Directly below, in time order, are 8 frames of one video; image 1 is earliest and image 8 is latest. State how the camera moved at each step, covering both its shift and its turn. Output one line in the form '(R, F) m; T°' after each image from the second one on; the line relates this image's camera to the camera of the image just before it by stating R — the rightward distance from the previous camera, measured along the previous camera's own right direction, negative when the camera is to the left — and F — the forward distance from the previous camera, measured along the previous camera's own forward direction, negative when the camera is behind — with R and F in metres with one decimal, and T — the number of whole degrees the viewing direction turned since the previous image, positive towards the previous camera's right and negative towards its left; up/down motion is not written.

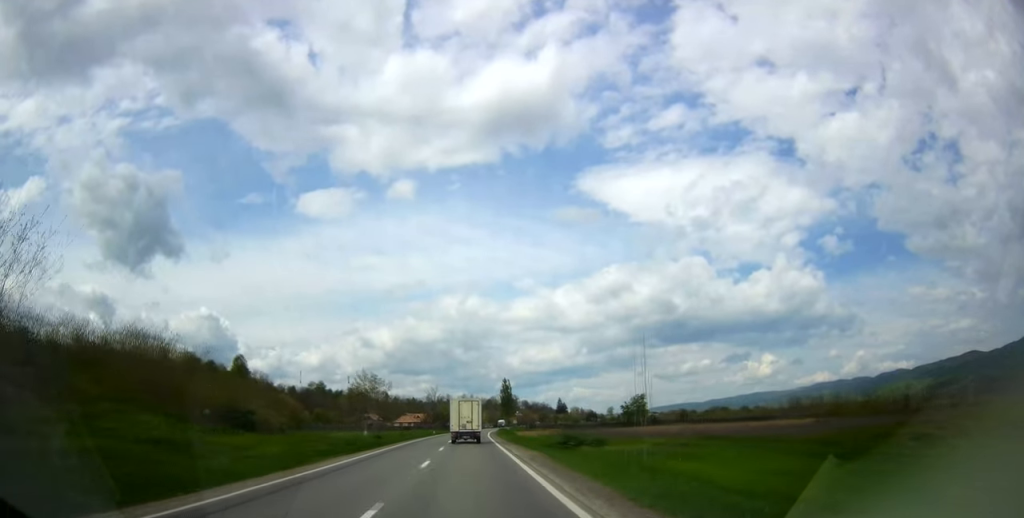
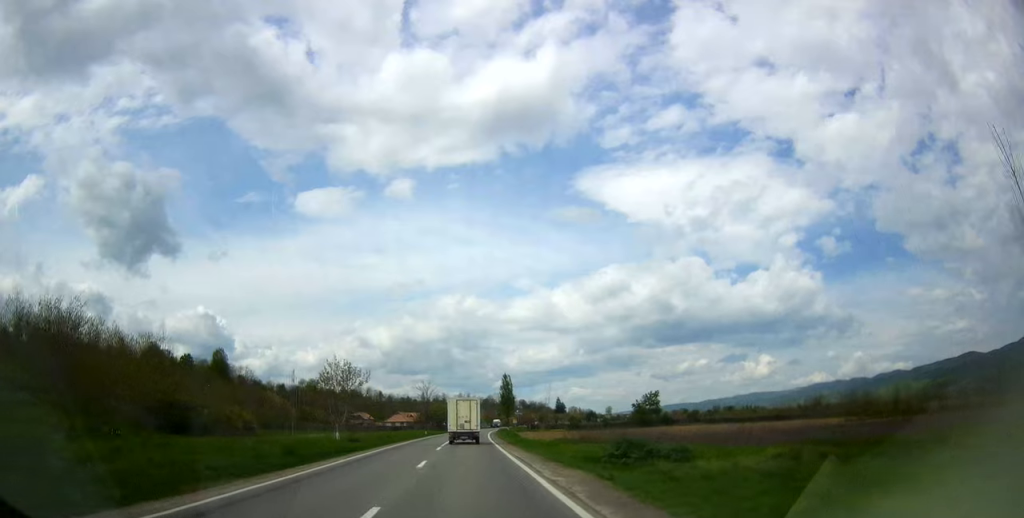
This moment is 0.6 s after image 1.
(0.0, +12.5) m; 0°
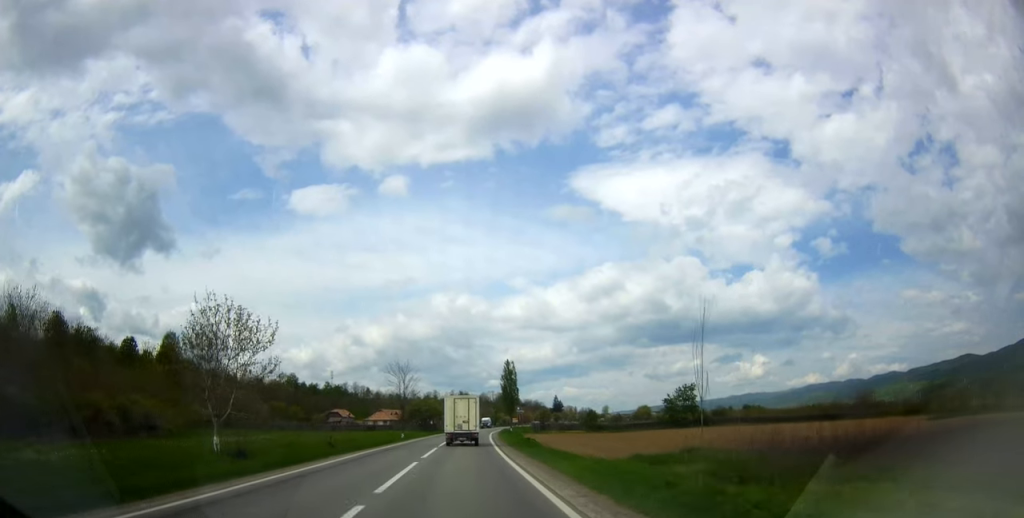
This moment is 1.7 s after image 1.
(0.0, +24.6) m; 0°
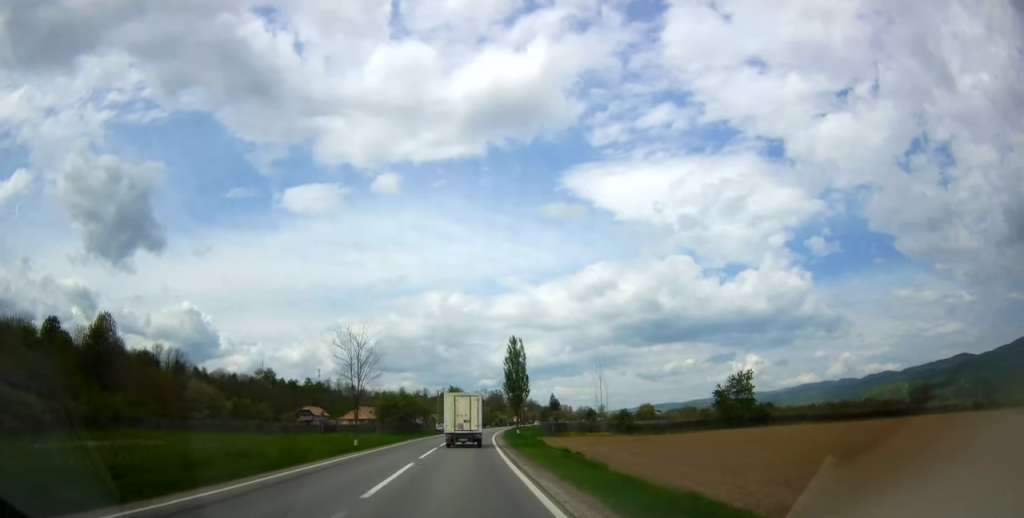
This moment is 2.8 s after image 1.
(+0.2, +24.9) m; 0°
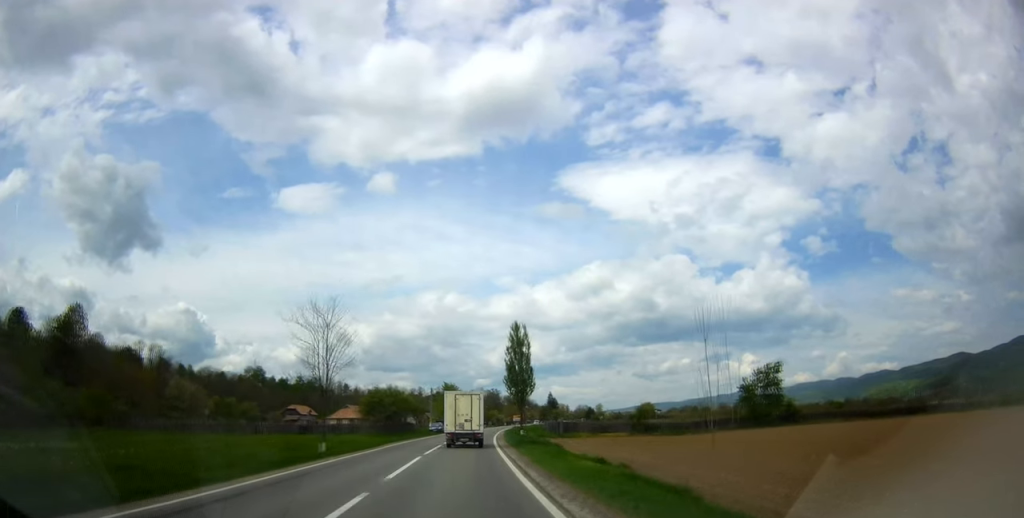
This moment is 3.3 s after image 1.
(+0.1, +9.3) m; 0°
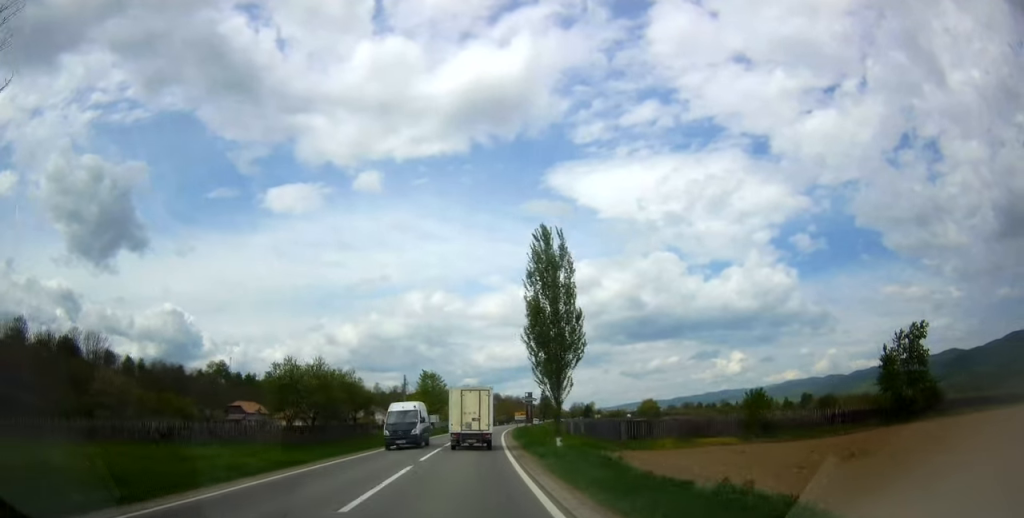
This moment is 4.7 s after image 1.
(+0.3, +29.5) m; +2°
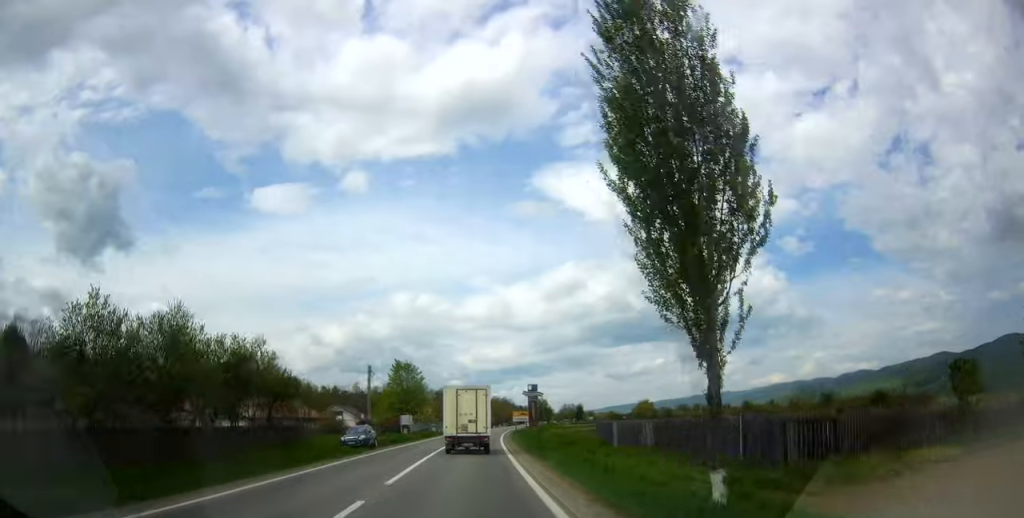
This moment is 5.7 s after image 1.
(+0.3, +20.0) m; +1°
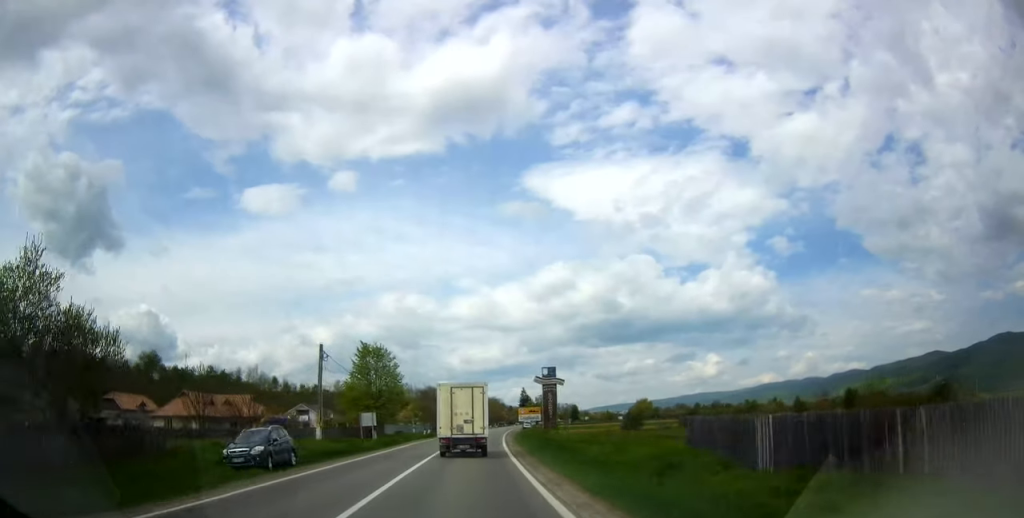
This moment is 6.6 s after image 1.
(0.0, +18.2) m; +1°
